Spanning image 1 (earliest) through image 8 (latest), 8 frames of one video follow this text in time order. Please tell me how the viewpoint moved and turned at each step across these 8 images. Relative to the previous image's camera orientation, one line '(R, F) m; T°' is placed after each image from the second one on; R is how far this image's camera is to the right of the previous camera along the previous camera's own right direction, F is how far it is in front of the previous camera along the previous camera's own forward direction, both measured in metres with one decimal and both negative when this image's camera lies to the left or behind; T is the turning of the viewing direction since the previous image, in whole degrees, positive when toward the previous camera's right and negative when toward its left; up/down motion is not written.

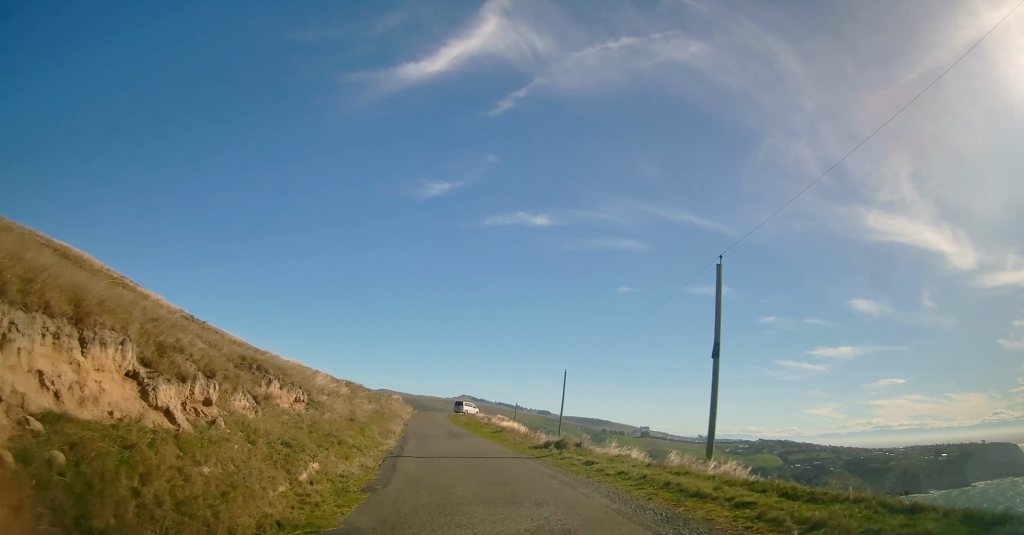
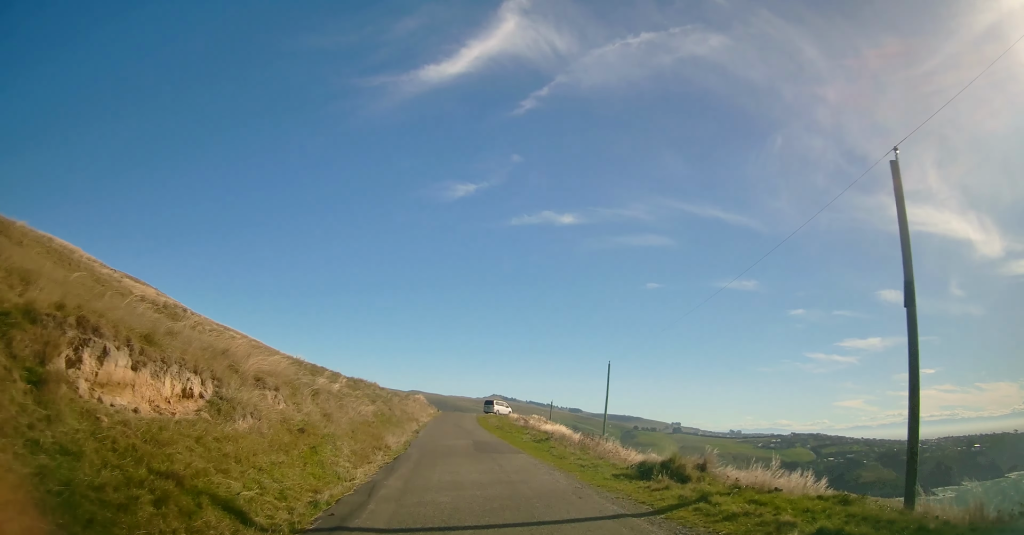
(0.0, +9.4) m; -2°
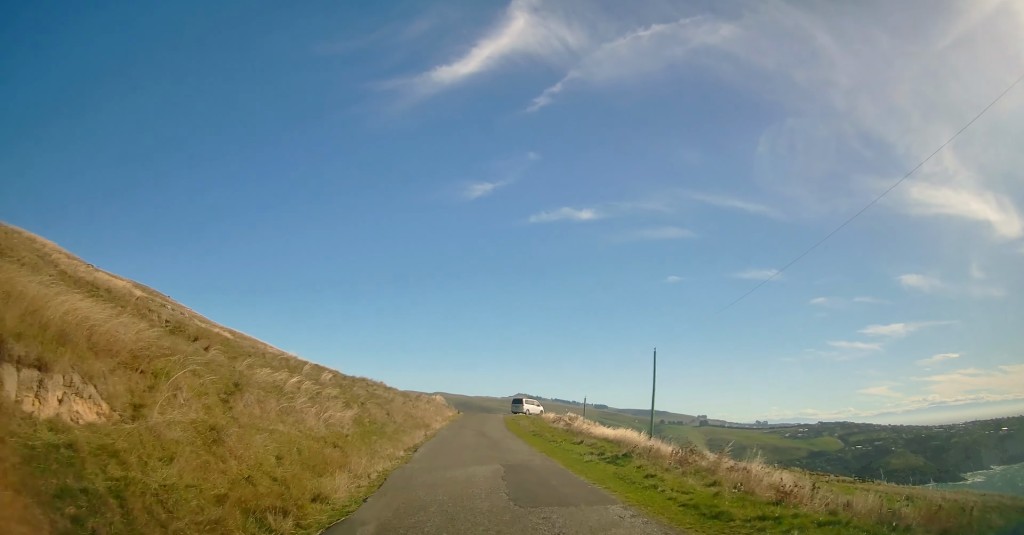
(-0.3, +9.3) m; -2°
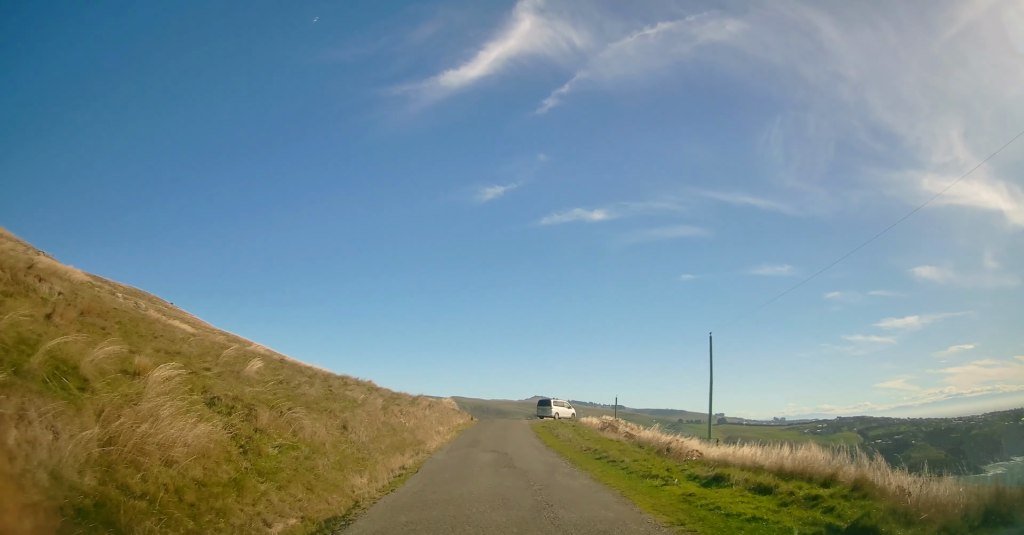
(-0.2, +10.9) m; -3°
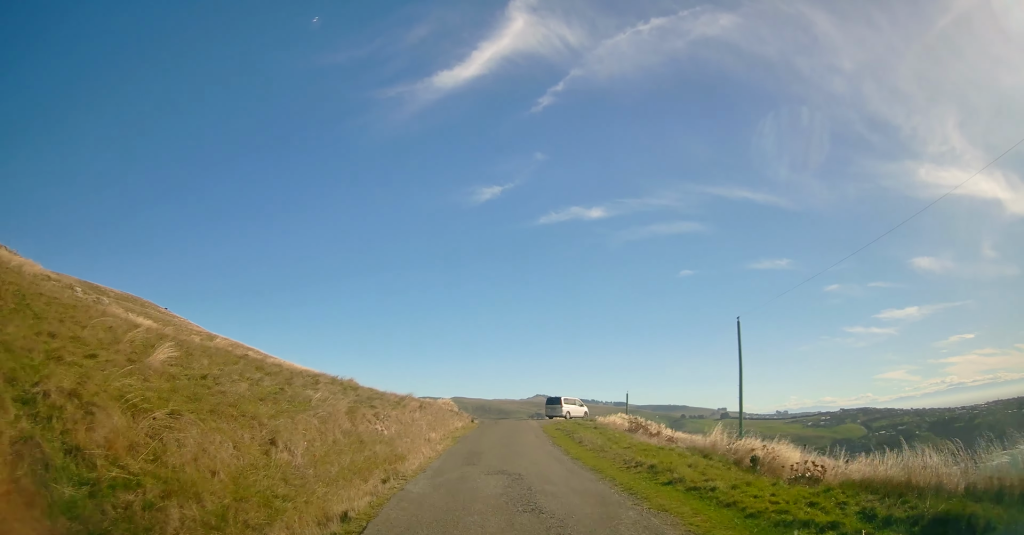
(0.0, +5.4) m; -1°
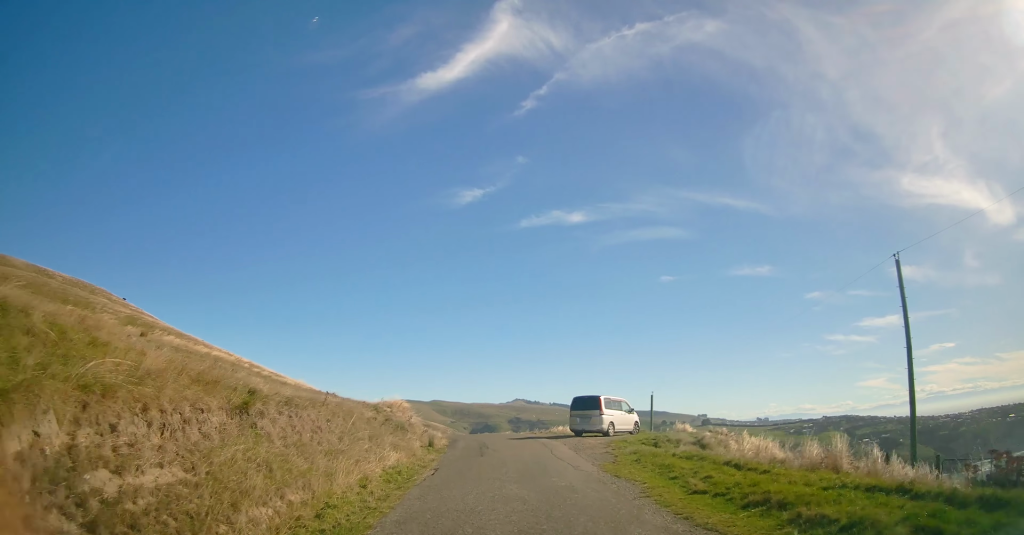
(0.0, +19.8) m; +2°
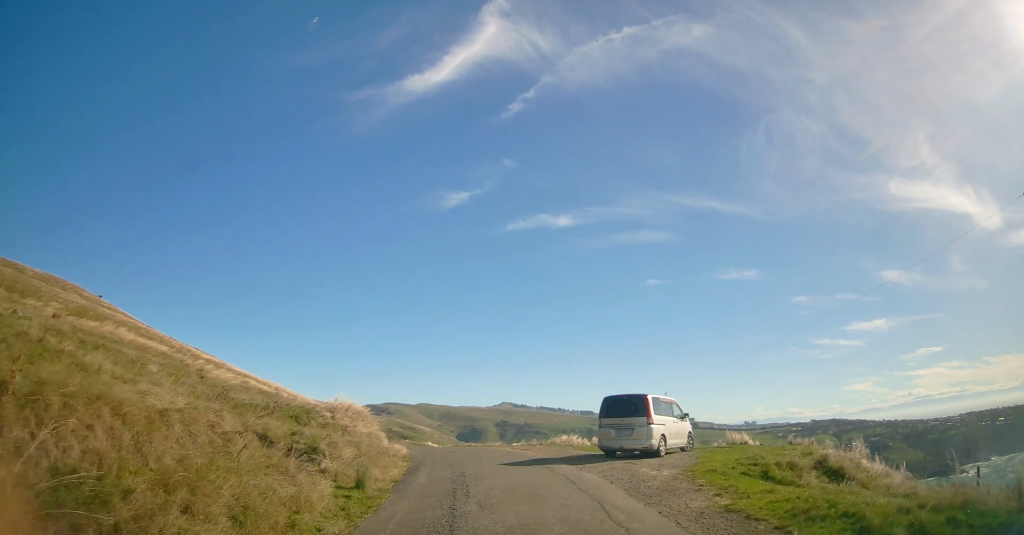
(+0.1, +8.8) m; -2°
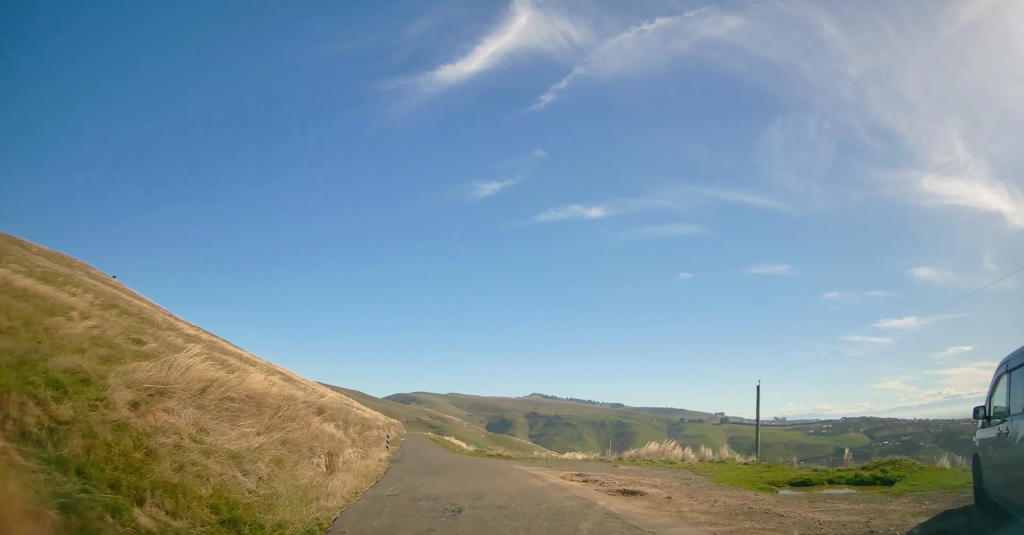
(-0.4, +13.3) m; -1°
